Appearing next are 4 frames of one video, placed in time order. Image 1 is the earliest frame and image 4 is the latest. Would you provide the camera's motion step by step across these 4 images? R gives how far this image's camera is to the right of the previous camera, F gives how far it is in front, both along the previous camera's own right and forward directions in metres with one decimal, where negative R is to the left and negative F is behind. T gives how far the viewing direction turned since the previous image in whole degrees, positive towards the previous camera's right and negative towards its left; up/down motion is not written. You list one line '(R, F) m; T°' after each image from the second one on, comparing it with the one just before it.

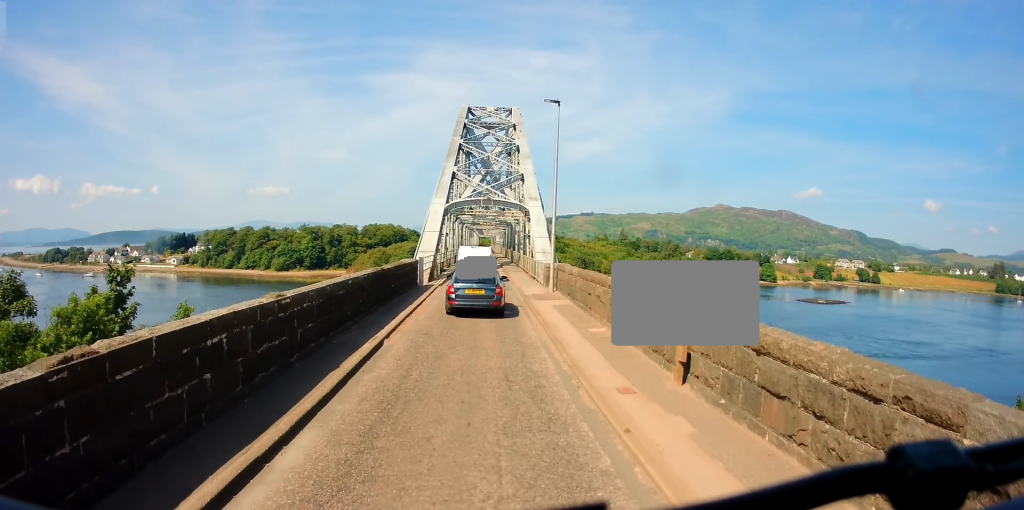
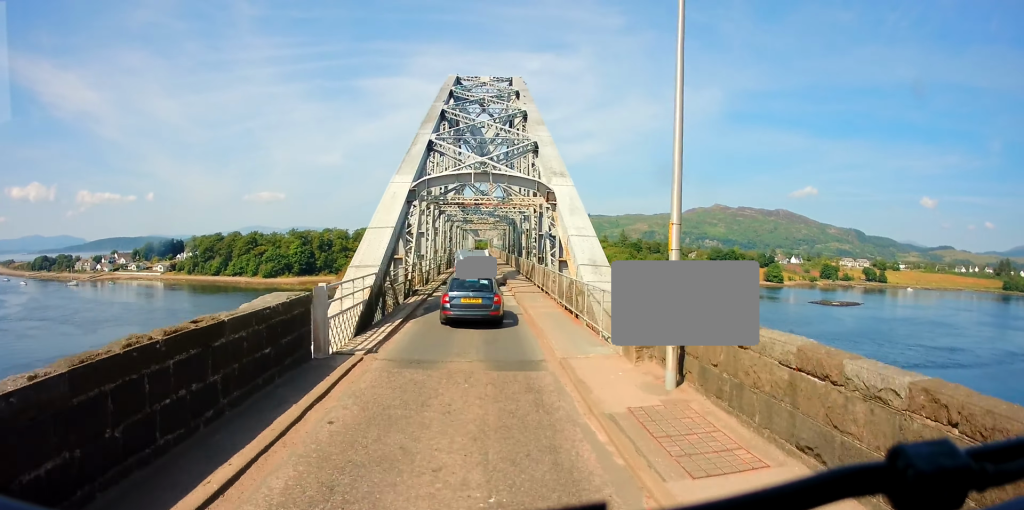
(+0.3, +15.9) m; +1°
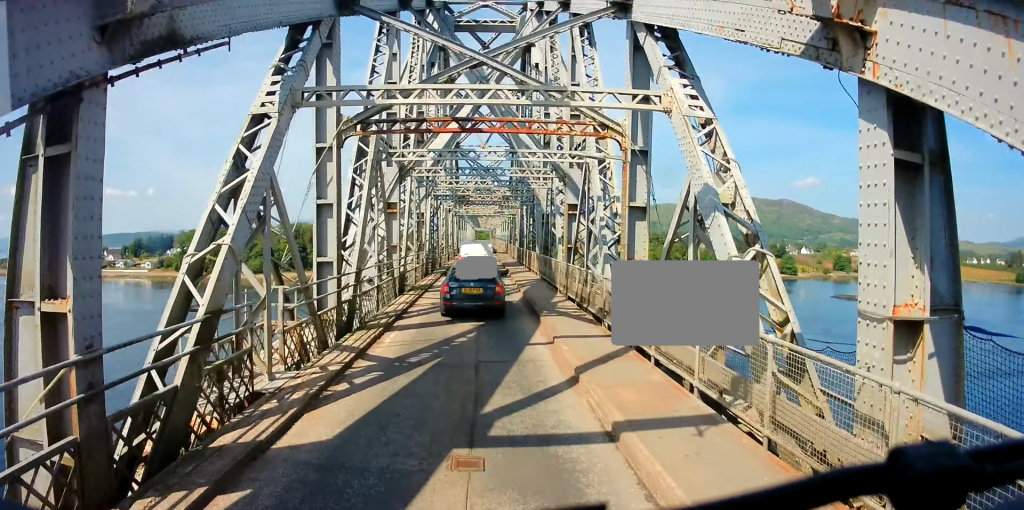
(-0.5, +19.2) m; -1°
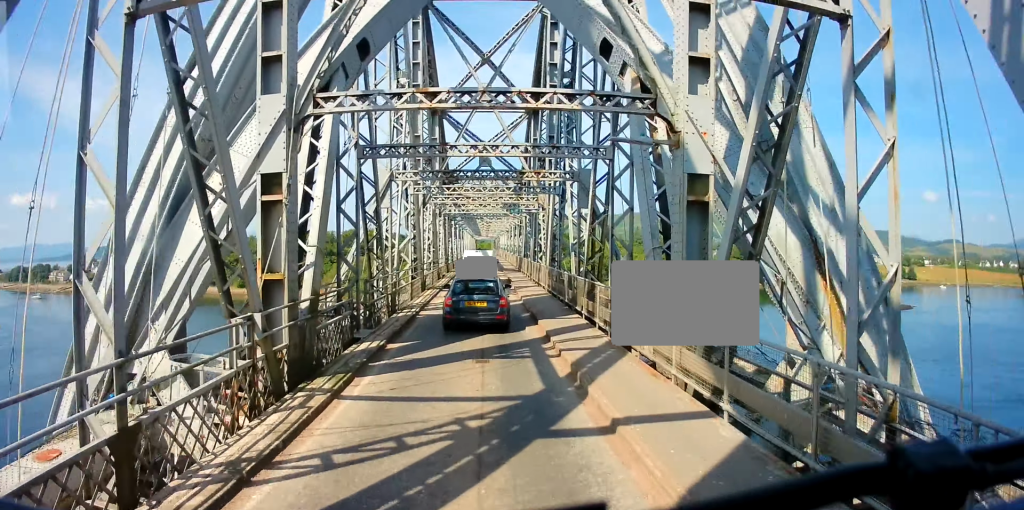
(+0.8, +18.7) m; +3°
